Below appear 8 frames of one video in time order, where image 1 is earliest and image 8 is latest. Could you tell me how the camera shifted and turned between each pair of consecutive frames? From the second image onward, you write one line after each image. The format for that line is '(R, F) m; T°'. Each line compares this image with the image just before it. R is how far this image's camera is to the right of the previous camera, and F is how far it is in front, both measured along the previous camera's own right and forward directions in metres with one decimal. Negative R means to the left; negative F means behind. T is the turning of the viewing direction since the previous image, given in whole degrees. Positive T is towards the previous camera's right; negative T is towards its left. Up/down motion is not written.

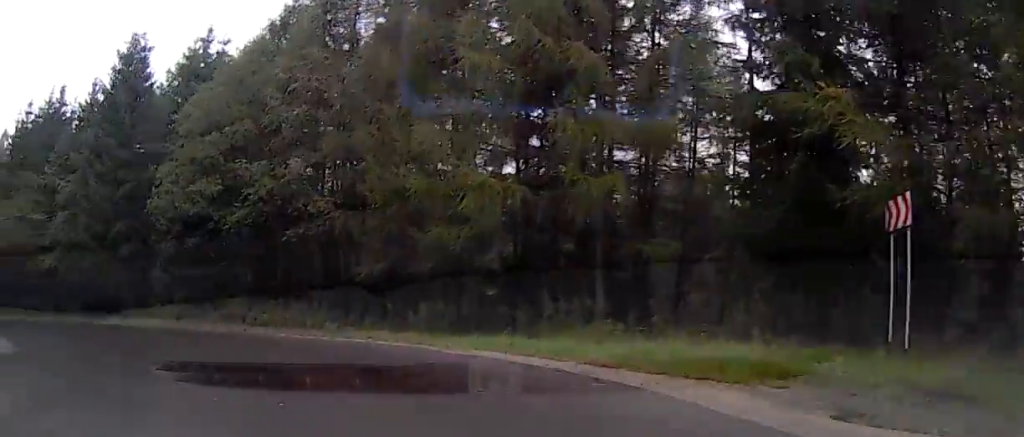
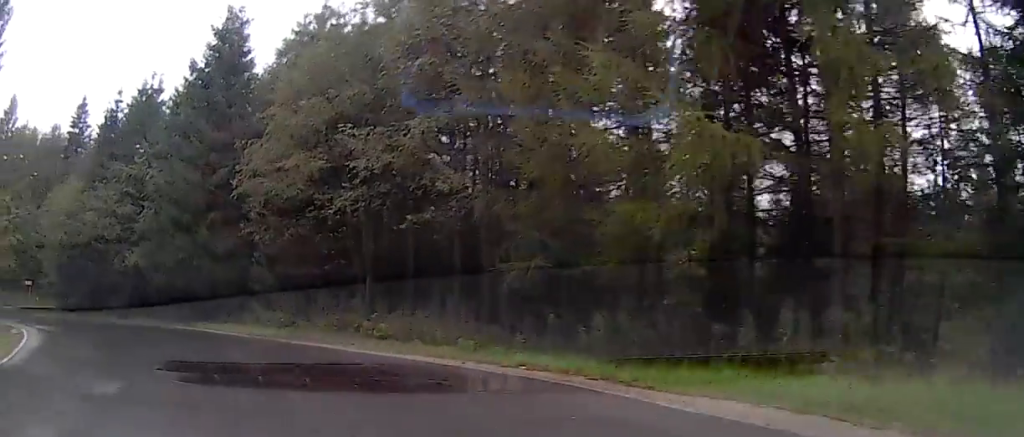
(0.0, +4.0) m; -1°
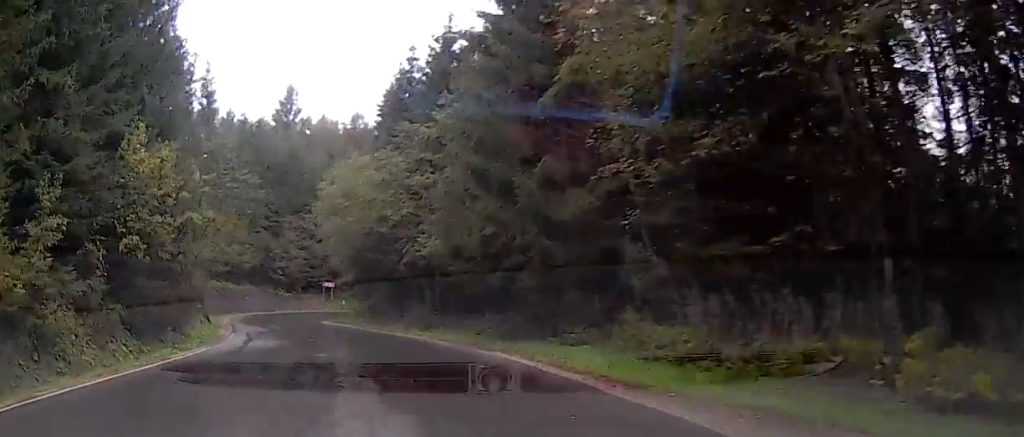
(-0.5, +6.7) m; -33°
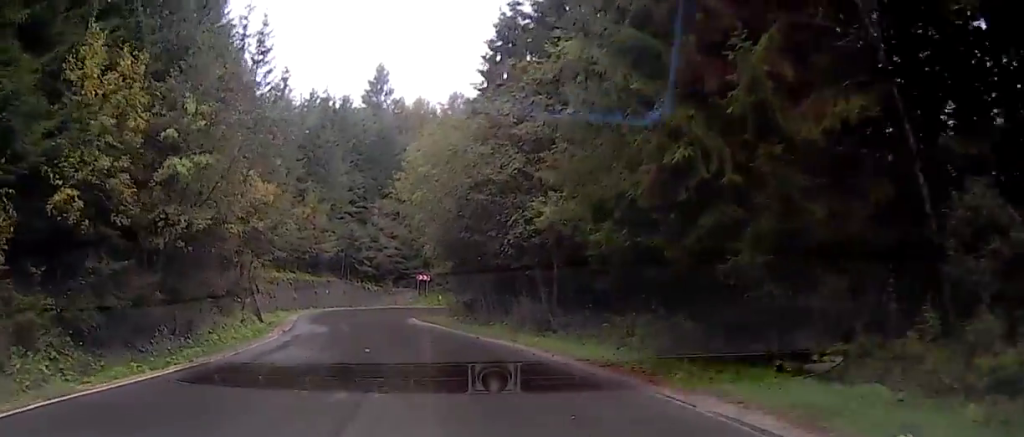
(-1.1, +3.0) m; -23°
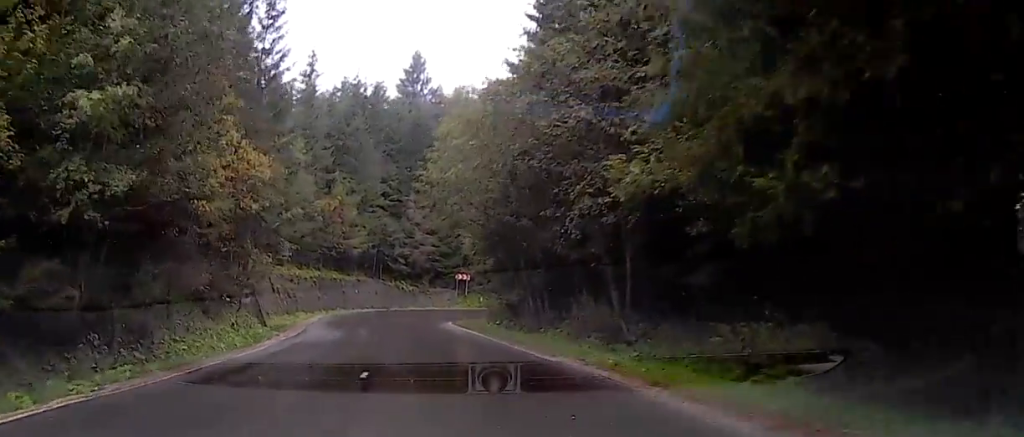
(-0.3, +3.2) m; -6°
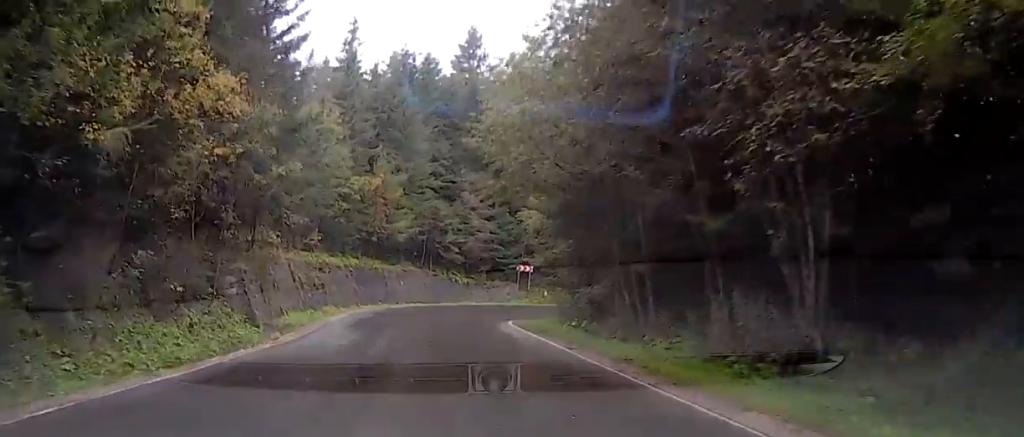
(0.0, +5.7) m; +1°
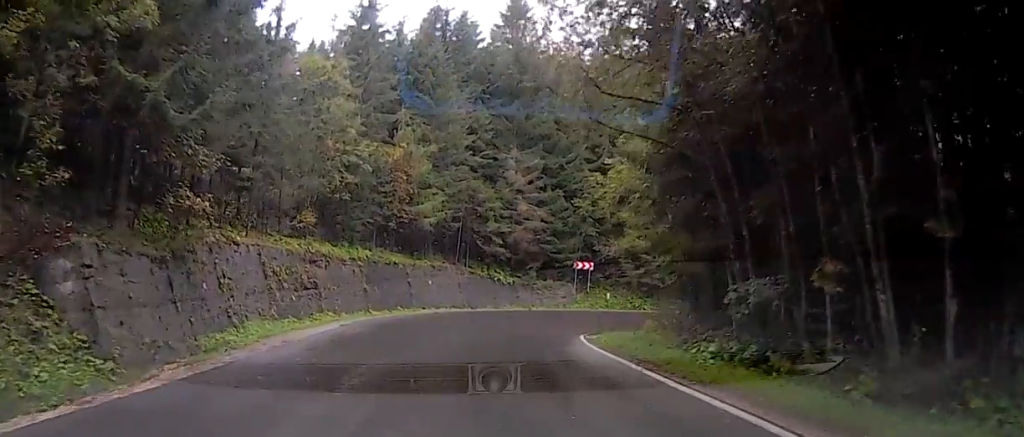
(0.0, +11.3) m; -1°
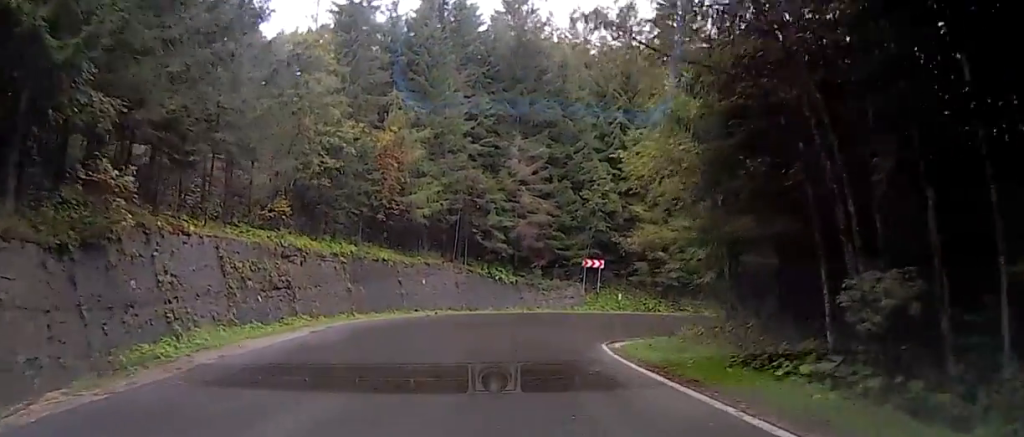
(-0.1, +4.7) m; 0°
